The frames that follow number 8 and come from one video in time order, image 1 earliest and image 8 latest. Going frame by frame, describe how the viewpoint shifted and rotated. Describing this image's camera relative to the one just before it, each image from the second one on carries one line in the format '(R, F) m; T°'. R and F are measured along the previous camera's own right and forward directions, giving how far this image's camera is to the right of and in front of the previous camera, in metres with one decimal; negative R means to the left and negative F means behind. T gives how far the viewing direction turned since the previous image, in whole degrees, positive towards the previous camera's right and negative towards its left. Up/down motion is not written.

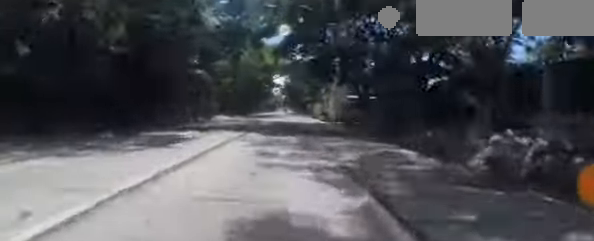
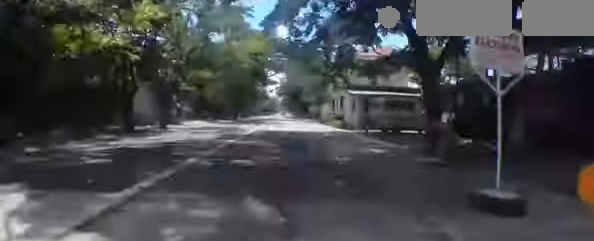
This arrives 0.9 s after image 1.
(+0.1, +13.2) m; +1°
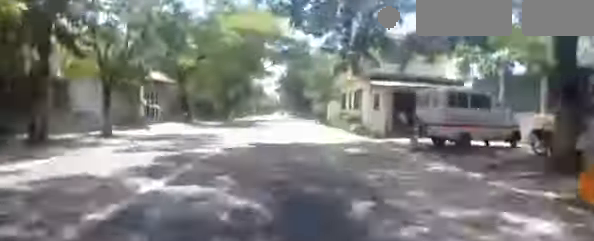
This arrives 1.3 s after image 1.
(+0.1, +6.5) m; 0°
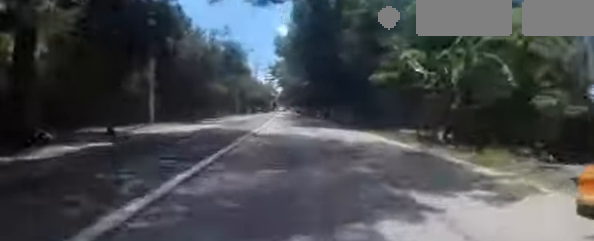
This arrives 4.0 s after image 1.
(-0.7, +38.6) m; -1°
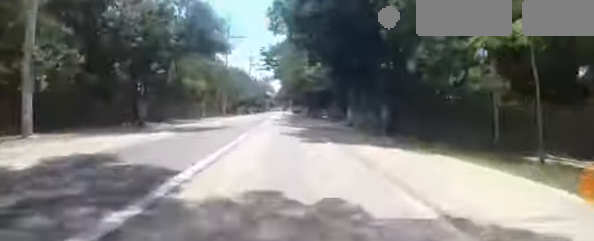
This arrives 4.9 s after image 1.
(0.0, +11.5) m; 0°
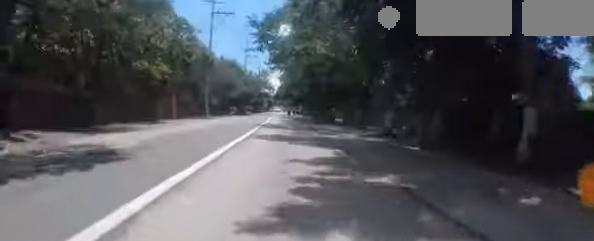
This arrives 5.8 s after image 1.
(0.0, +11.0) m; 0°
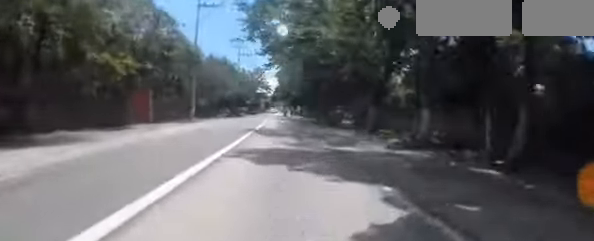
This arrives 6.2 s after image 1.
(0.0, +5.4) m; 0°
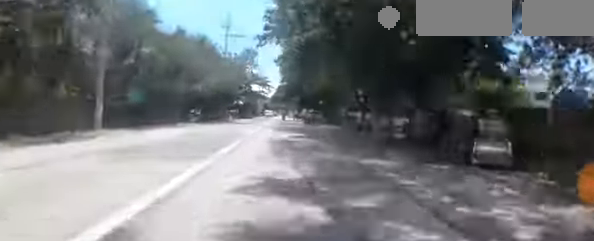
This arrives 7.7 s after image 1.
(+0.1, +17.7) m; +1°
